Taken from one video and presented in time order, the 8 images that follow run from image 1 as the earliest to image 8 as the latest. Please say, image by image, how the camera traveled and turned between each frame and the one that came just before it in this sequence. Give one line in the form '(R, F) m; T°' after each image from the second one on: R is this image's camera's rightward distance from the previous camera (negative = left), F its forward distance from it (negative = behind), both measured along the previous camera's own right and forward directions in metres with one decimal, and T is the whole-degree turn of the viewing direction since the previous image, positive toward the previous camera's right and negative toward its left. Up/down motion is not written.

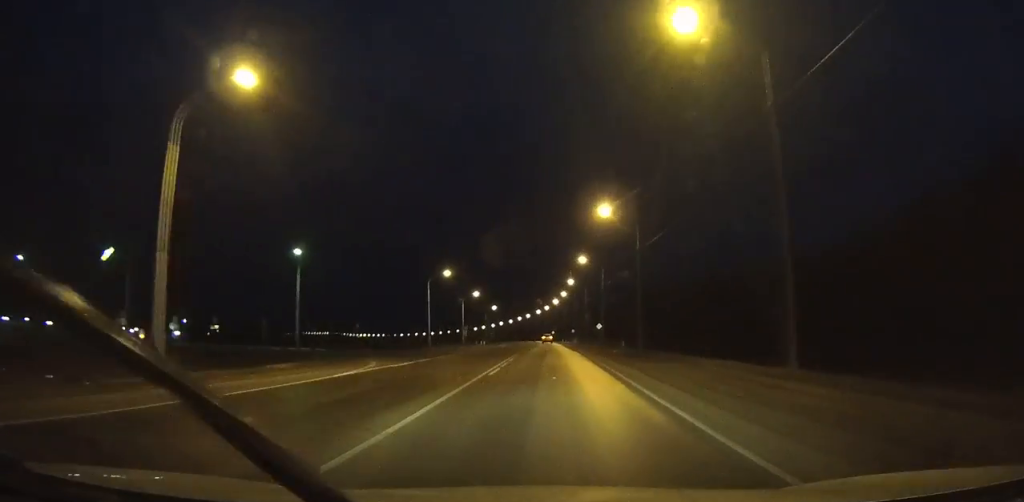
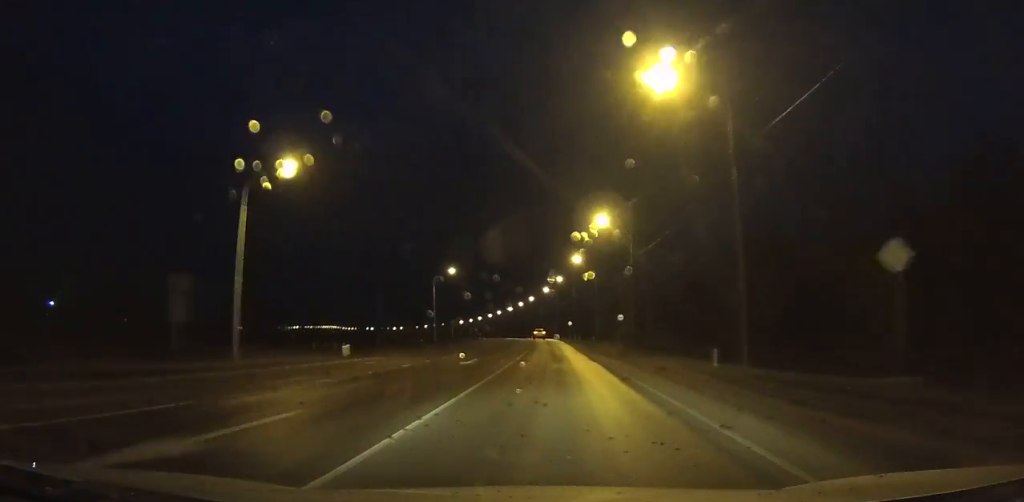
(-0.7, +82.5) m; -1°
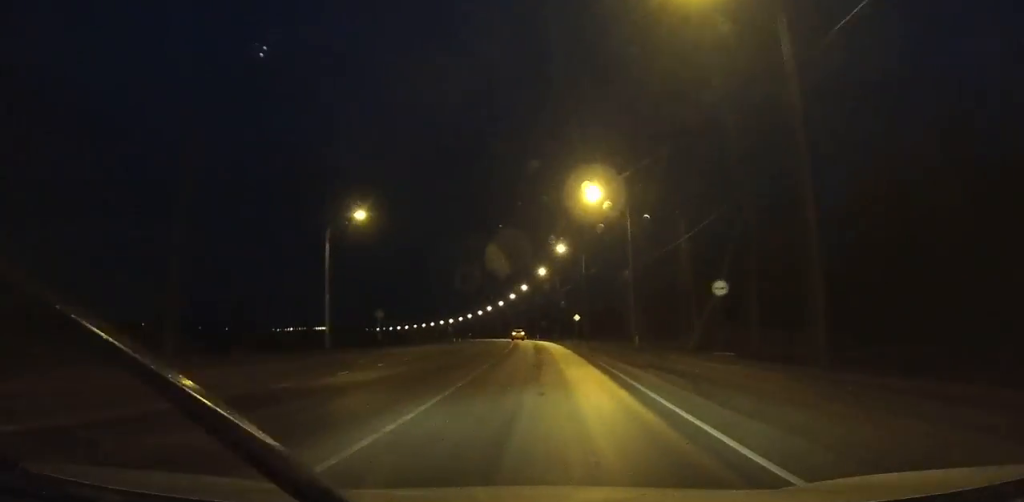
(+0.3, +38.4) m; -2°
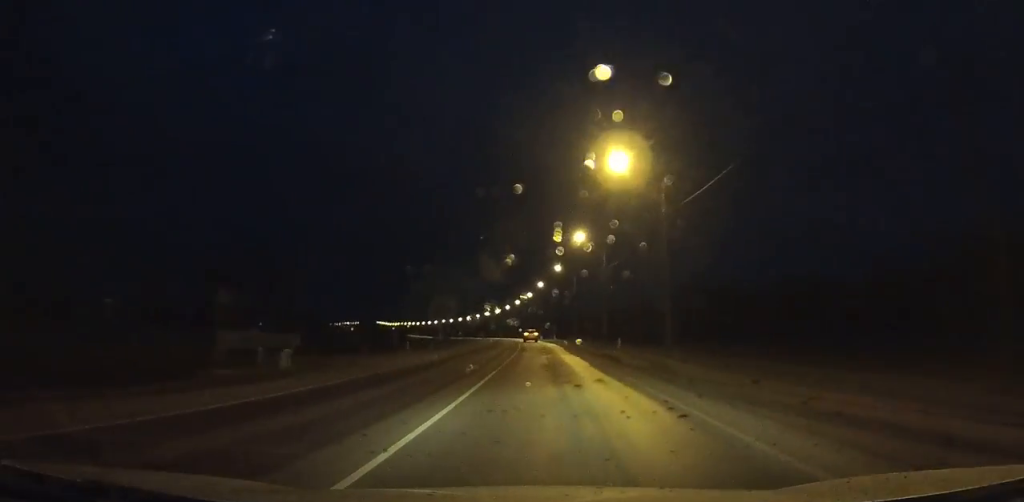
(-5.5, +91.6) m; -6°
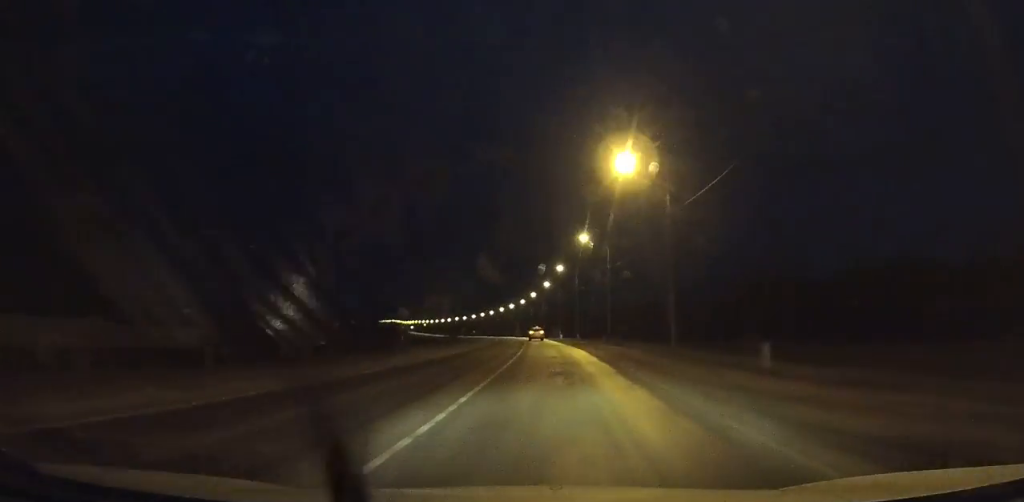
(-0.3, +26.7) m; -2°
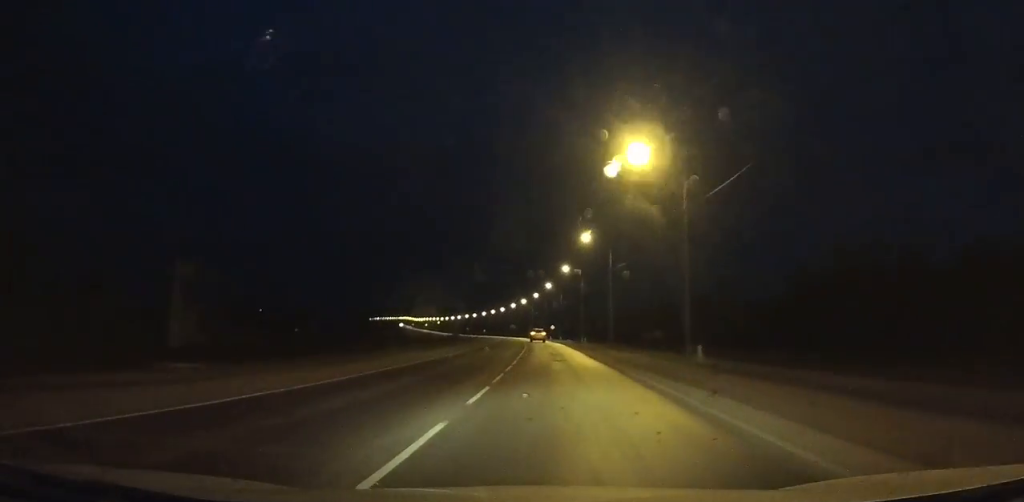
(-0.8, +31.1) m; -2°
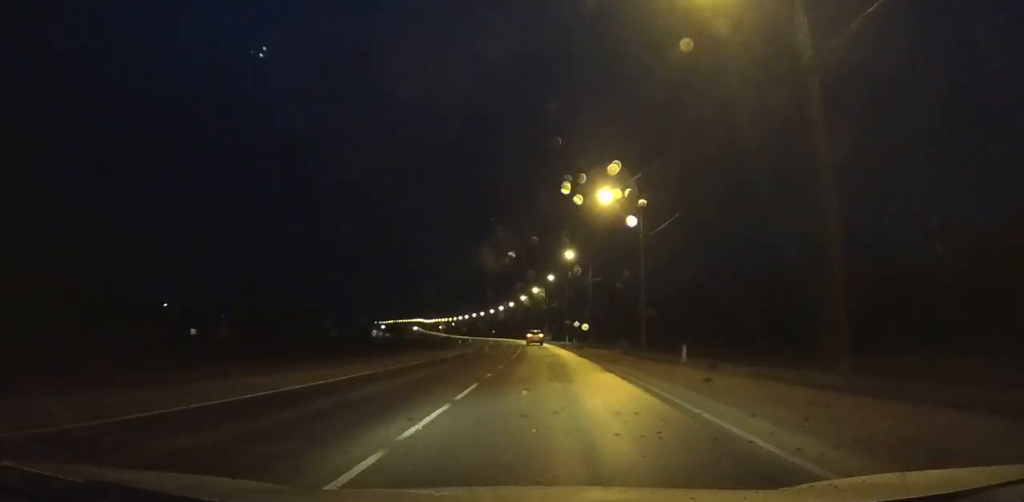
(-0.9, +47.9) m; -3°
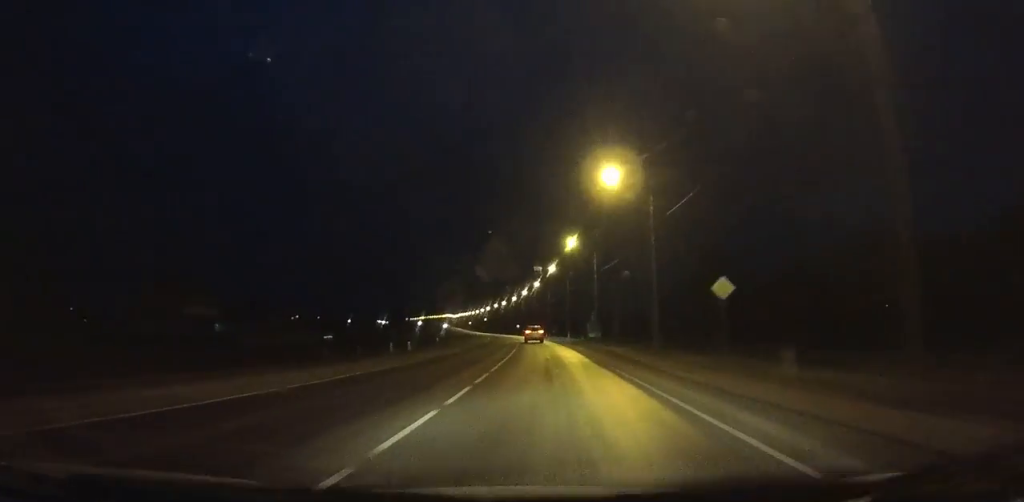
(-2.0, +63.2) m; -4°
